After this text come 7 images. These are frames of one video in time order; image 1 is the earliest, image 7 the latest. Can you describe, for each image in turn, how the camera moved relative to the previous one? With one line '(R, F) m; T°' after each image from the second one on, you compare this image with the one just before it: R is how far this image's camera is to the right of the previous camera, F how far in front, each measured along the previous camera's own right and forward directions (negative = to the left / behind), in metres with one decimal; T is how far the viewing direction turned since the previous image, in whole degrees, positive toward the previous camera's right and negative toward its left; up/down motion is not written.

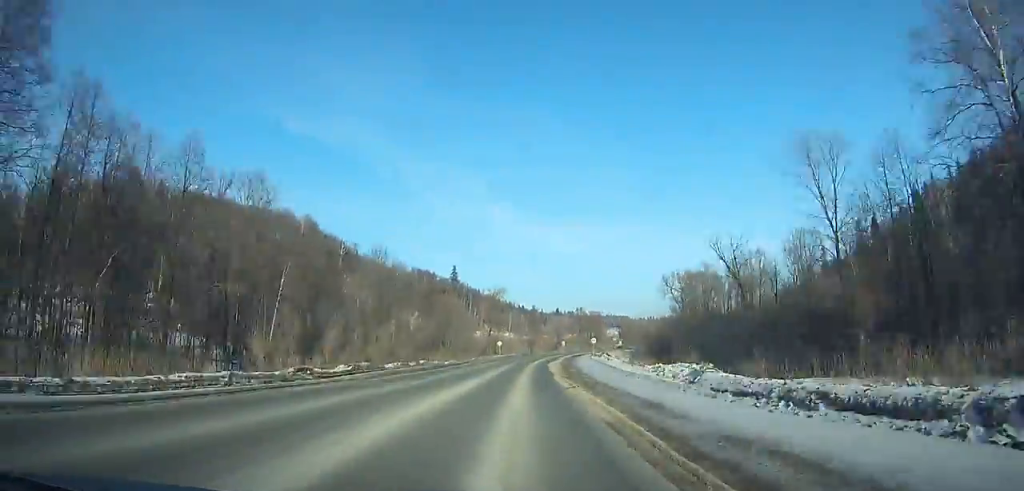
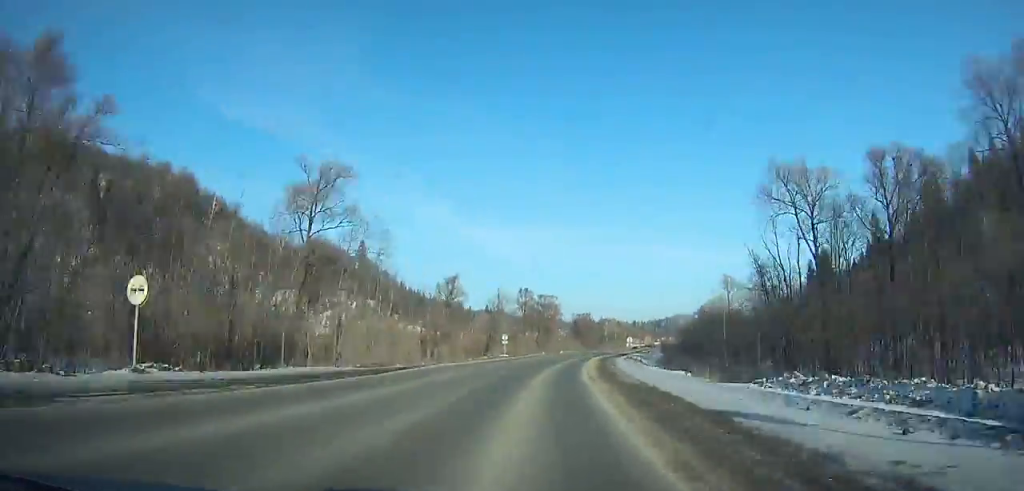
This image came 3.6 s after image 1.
(+4.7, +81.4) m; +10°
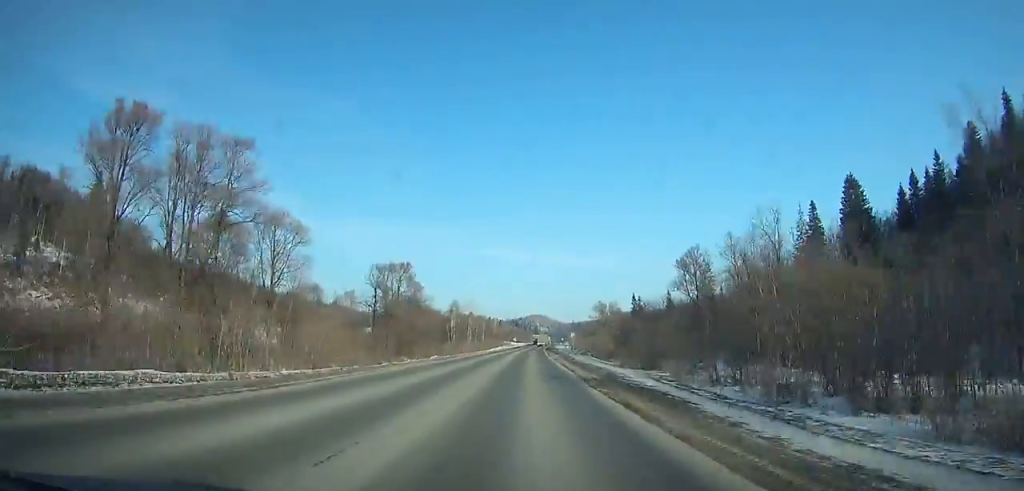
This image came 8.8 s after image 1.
(+15.0, +116.1) m; +10°
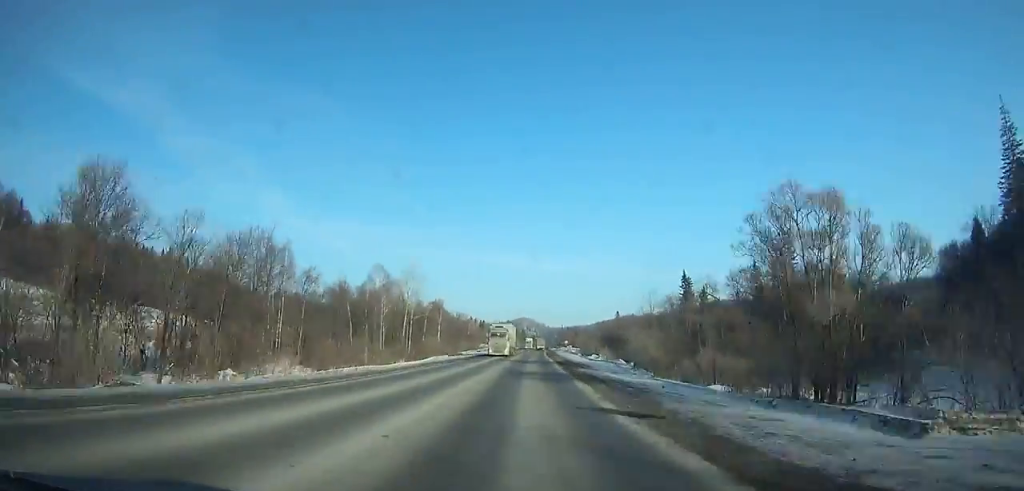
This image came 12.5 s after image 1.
(+1.5, +82.3) m; +2°
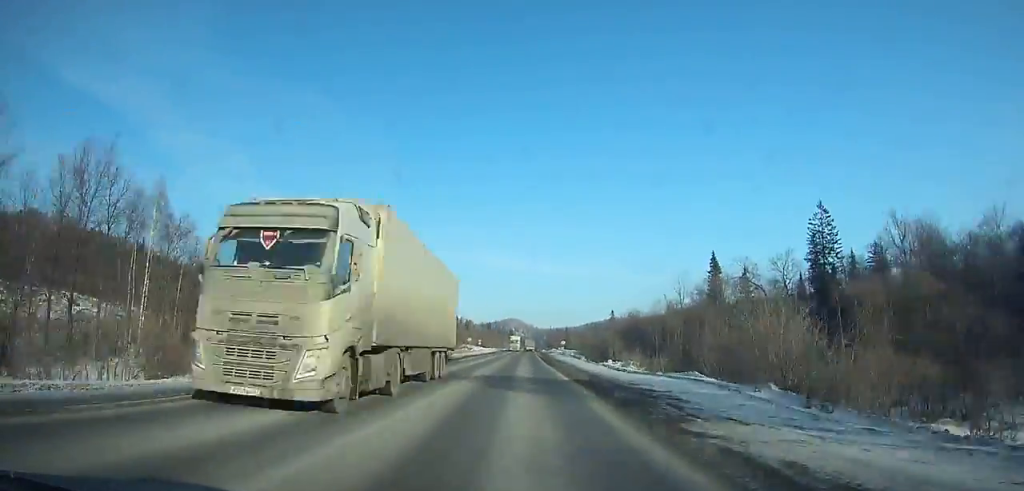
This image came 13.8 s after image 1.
(+0.5, +28.6) m; +1°
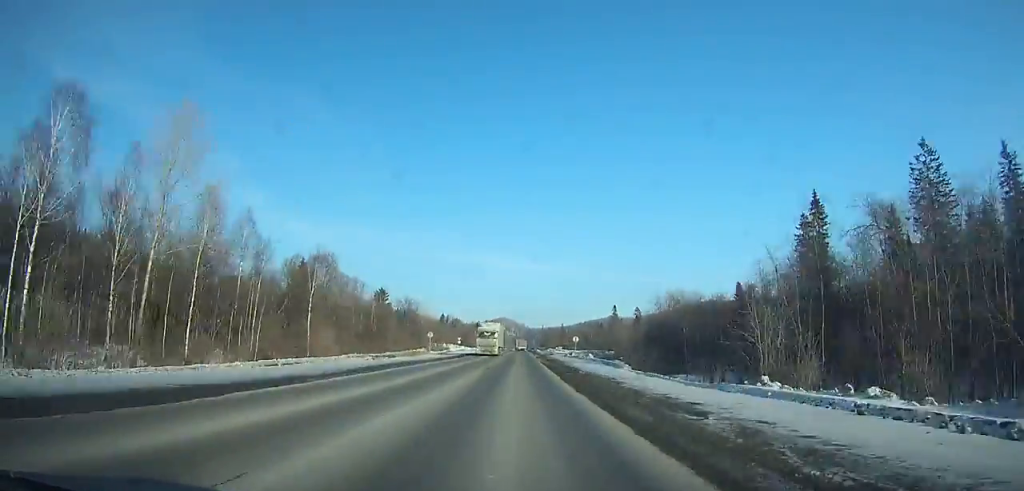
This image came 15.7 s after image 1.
(+0.4, +41.8) m; +1°
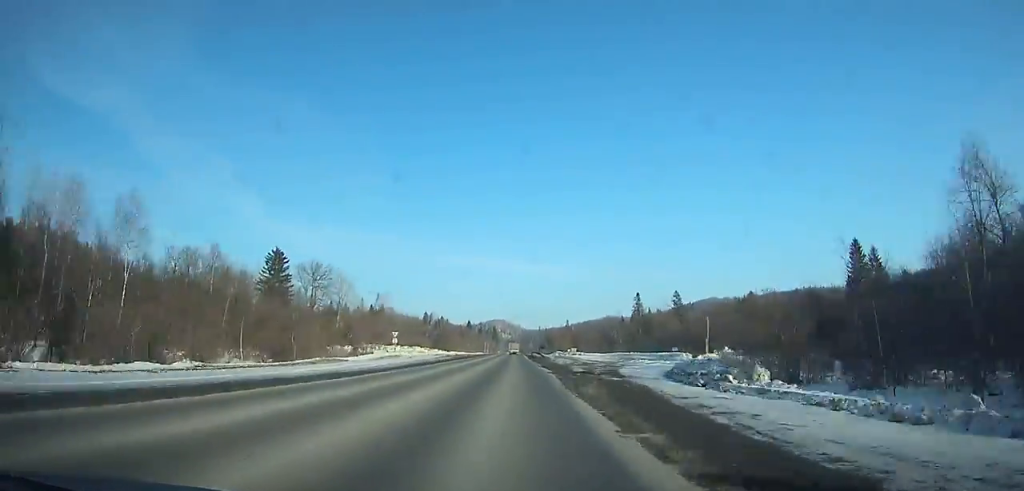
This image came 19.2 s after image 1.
(+0.1, +76.8) m; 0°
